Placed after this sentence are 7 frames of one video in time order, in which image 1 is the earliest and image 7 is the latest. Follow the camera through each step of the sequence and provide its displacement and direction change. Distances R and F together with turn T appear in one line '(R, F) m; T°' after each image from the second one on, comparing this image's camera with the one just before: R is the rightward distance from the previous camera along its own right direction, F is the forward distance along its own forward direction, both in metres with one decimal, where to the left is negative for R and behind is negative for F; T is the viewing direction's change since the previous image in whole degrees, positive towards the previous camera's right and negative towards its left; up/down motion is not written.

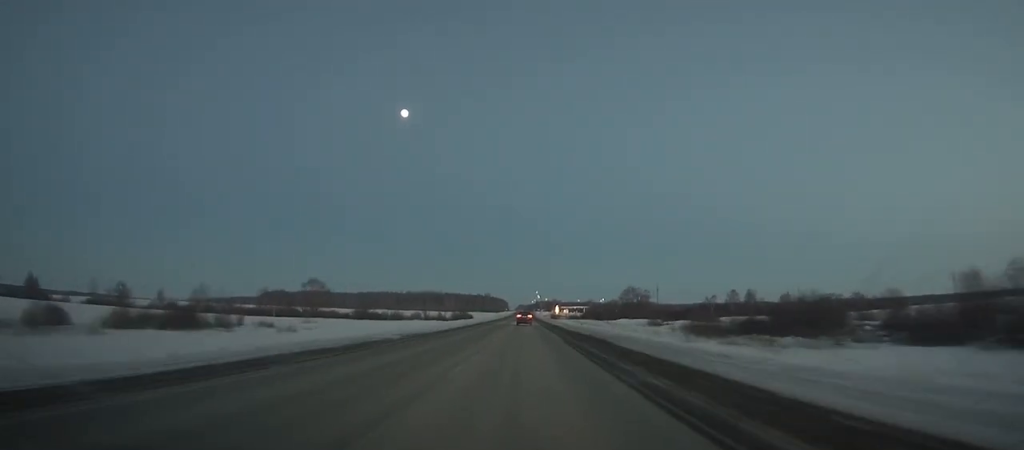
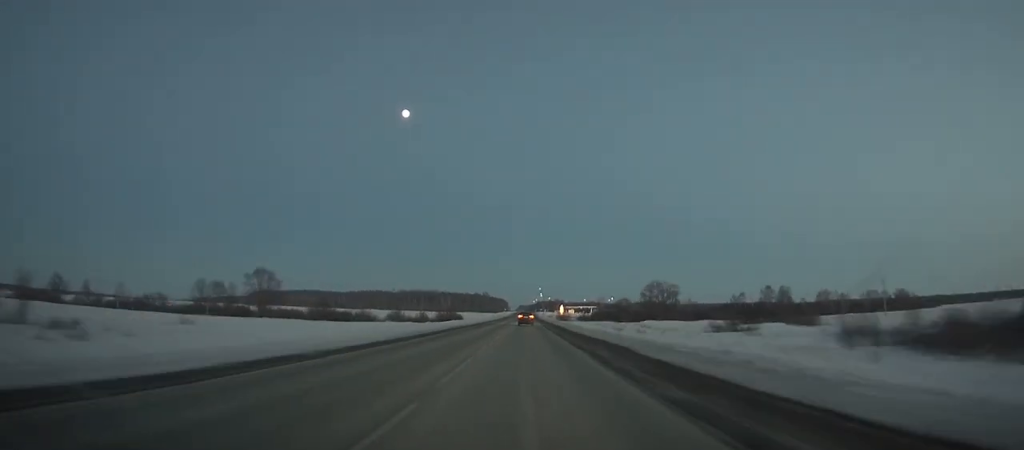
(+0.1, +44.4) m; 0°
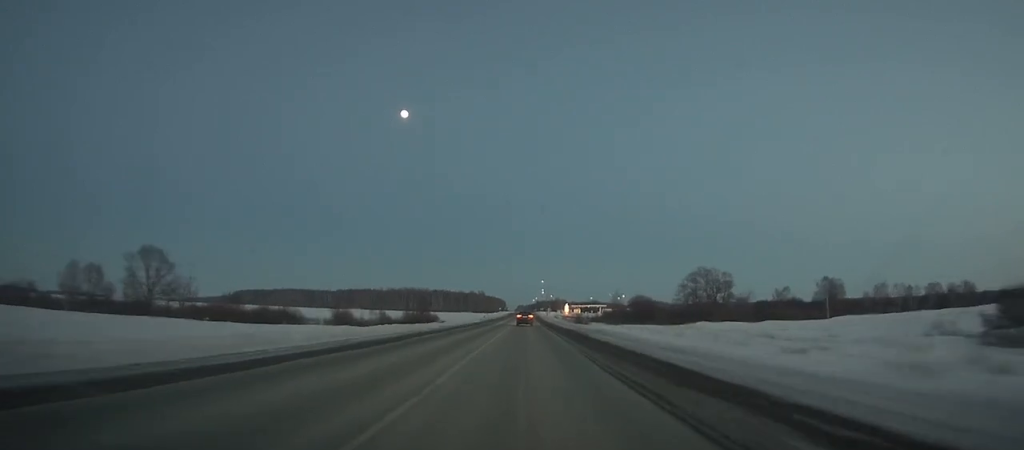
(+0.1, +54.4) m; 0°
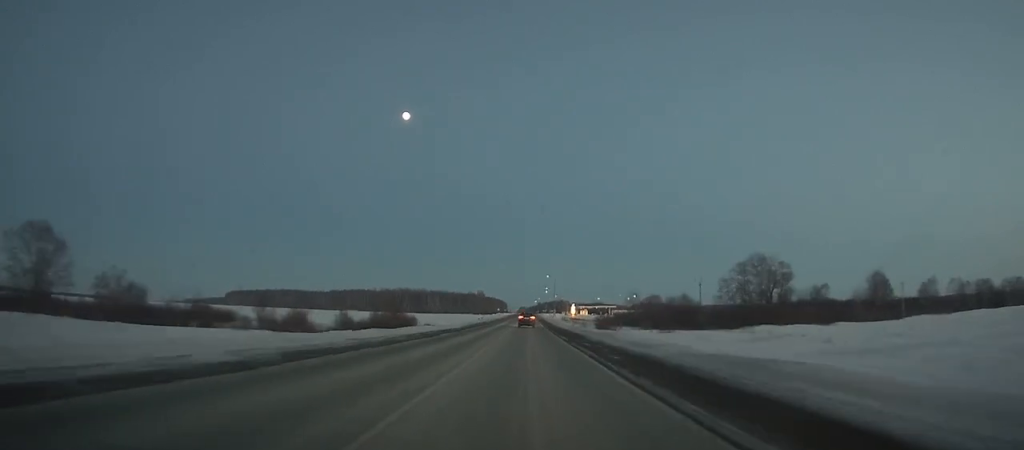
(0.0, +32.1) m; 0°
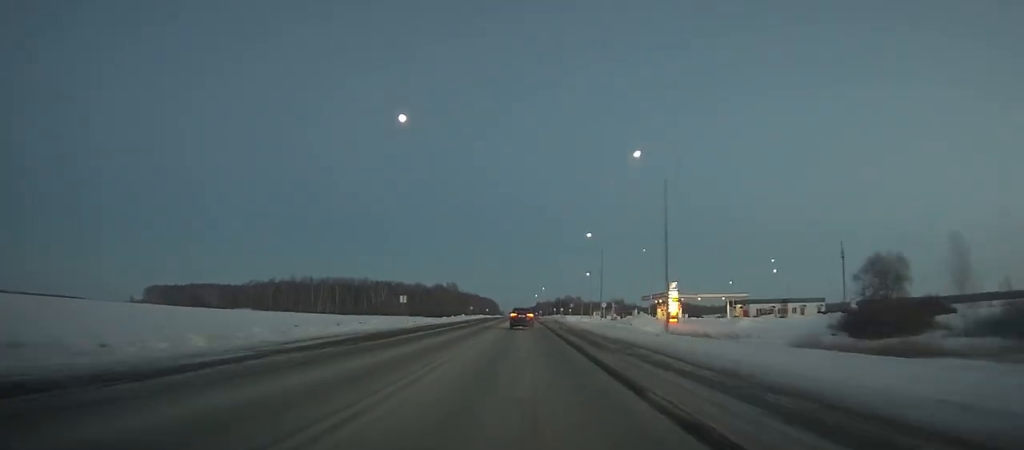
(0.0, +196.2) m; 0°
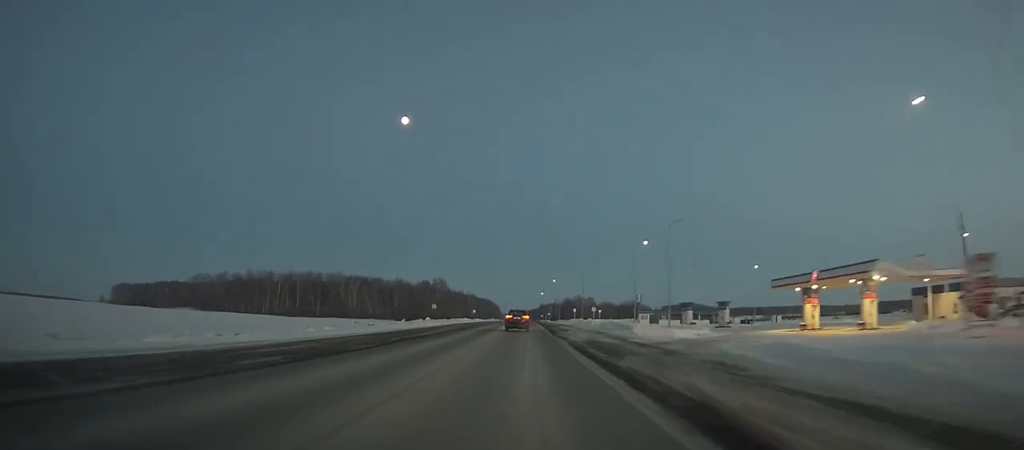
(-0.1, +70.2) m; 0°
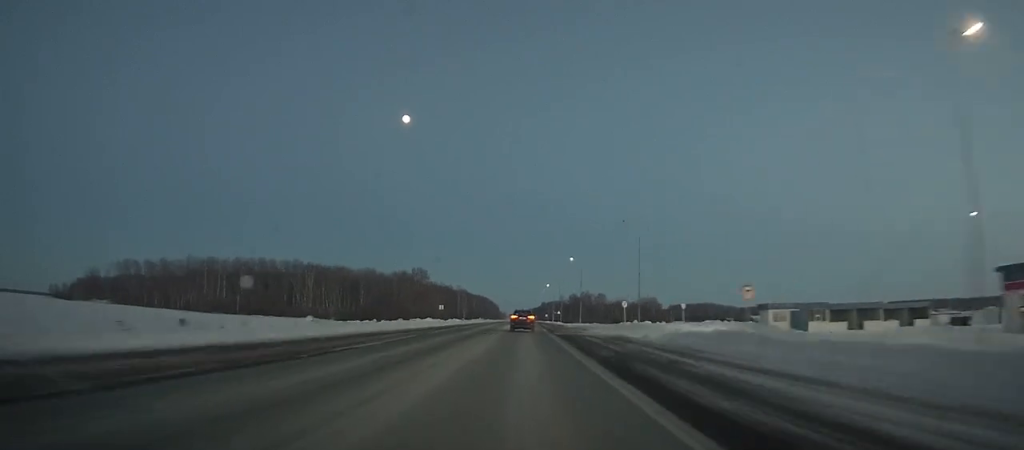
(0.0, +62.5) m; 0°
